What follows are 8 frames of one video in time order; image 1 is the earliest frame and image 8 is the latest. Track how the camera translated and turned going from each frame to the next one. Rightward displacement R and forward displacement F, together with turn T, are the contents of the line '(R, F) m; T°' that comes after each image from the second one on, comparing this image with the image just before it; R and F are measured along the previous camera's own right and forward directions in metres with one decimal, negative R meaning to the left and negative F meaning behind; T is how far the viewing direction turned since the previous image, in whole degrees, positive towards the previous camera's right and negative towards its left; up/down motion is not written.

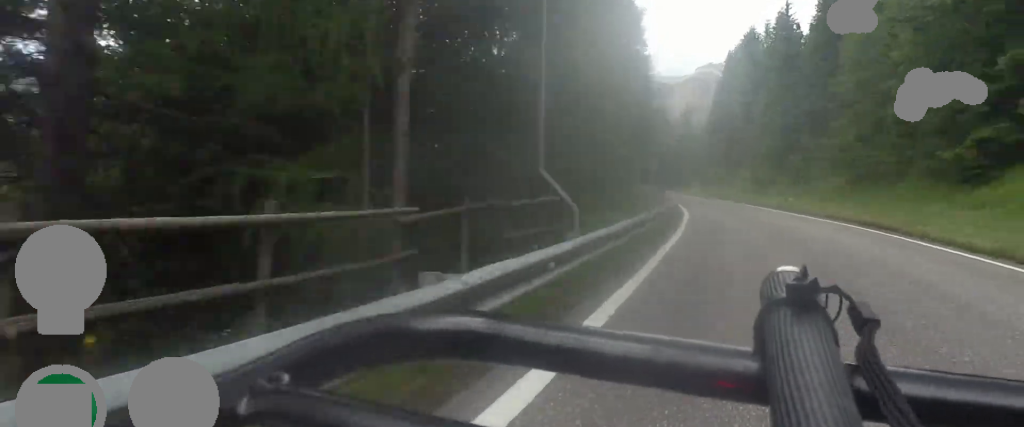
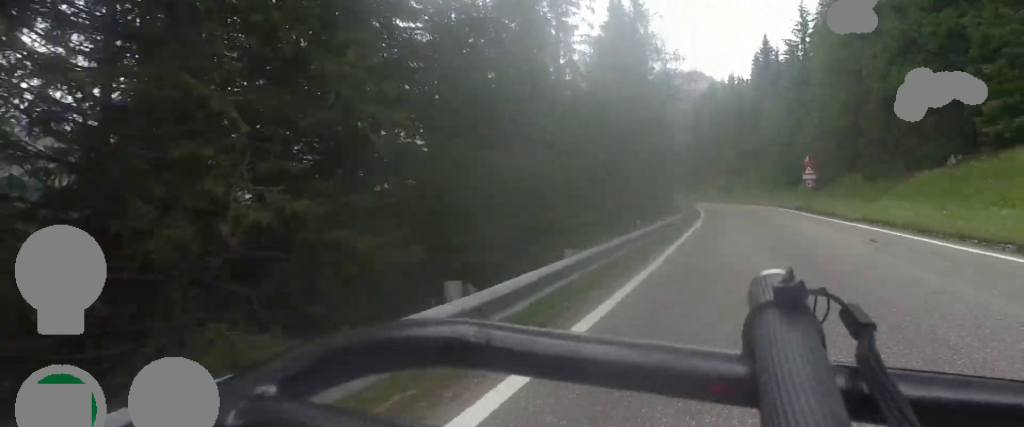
(+0.1, +37.1) m; 0°
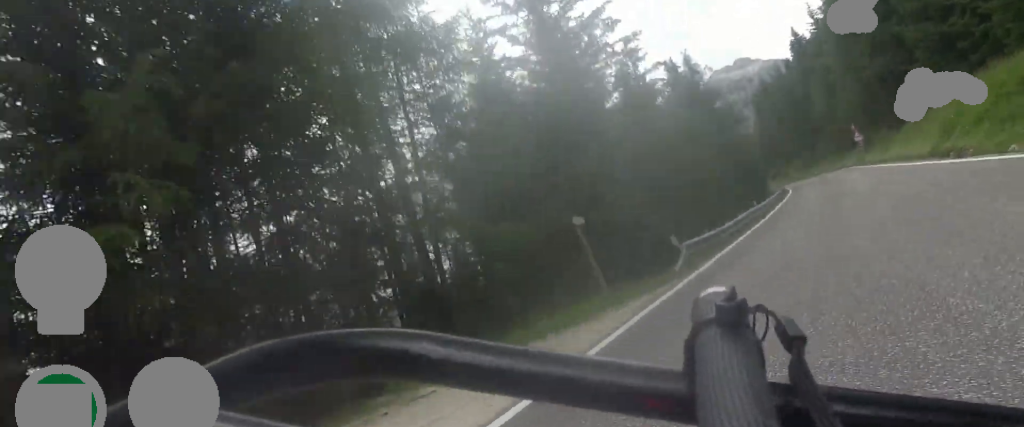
(+0.4, +19.0) m; -9°
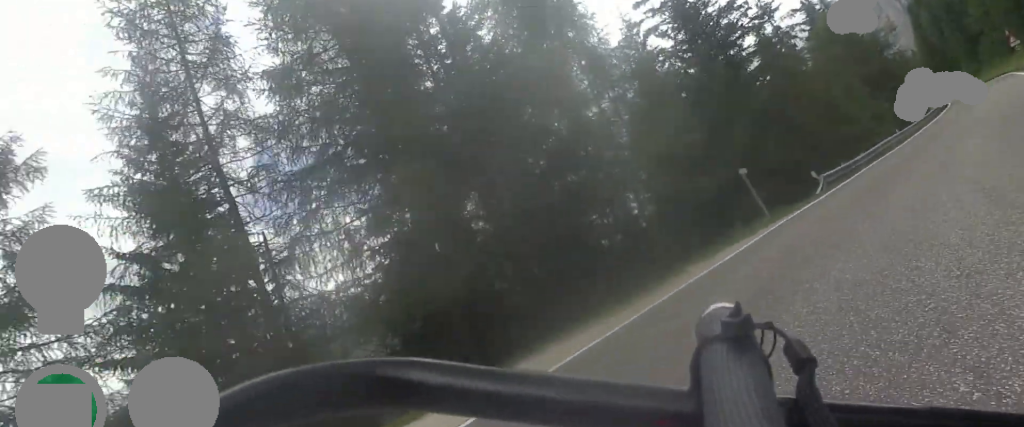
(-1.8, +8.1) m; -12°
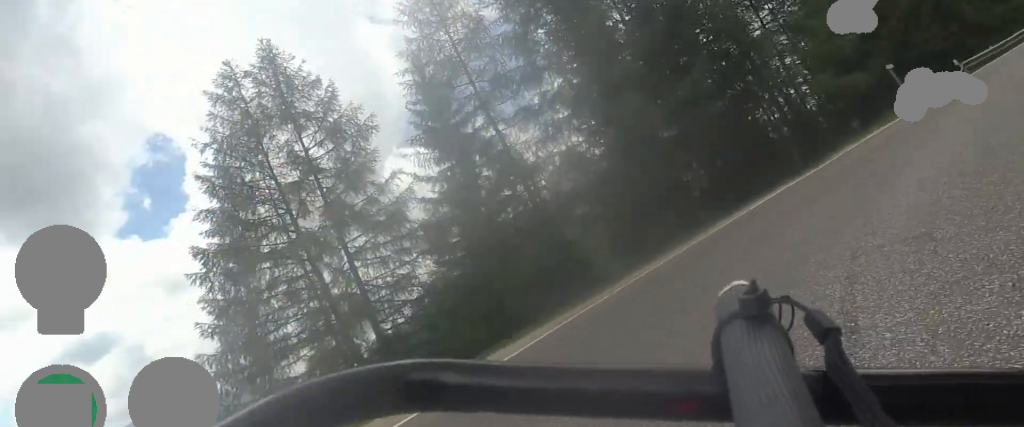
(-0.5, +7.2) m; -4°
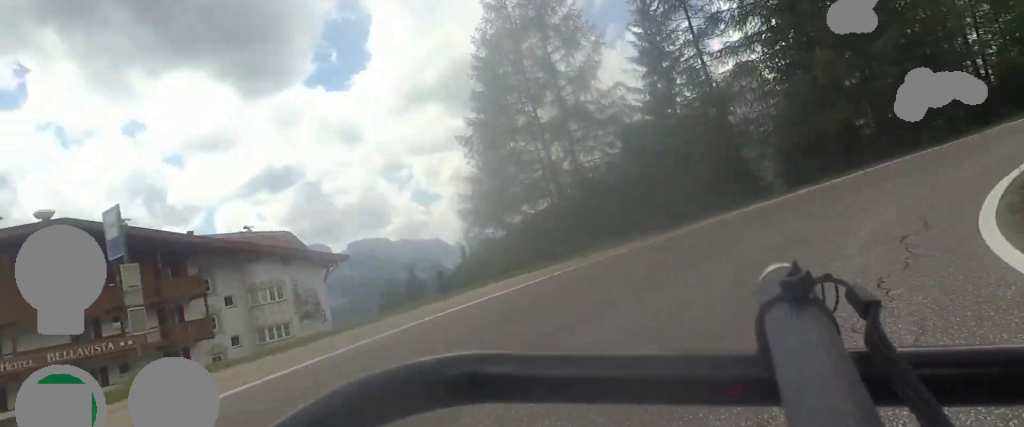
(-0.1, +7.3) m; -3°
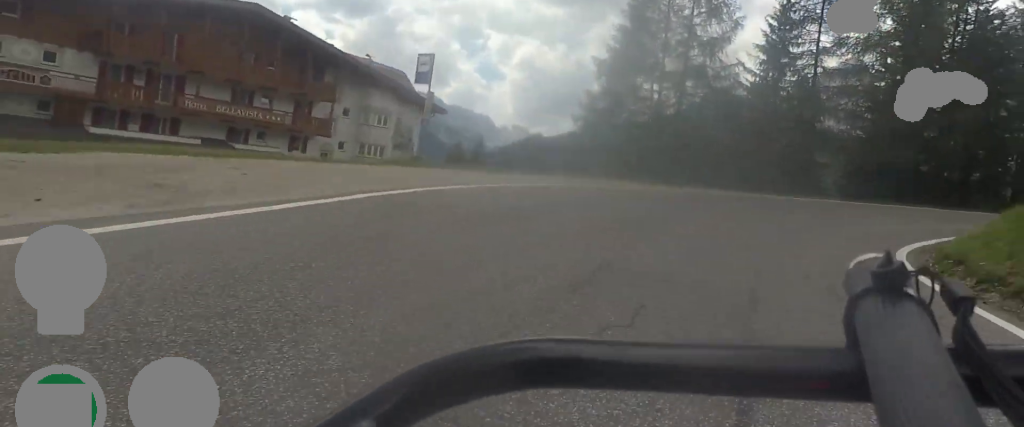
(+0.2, +7.7) m; -9°
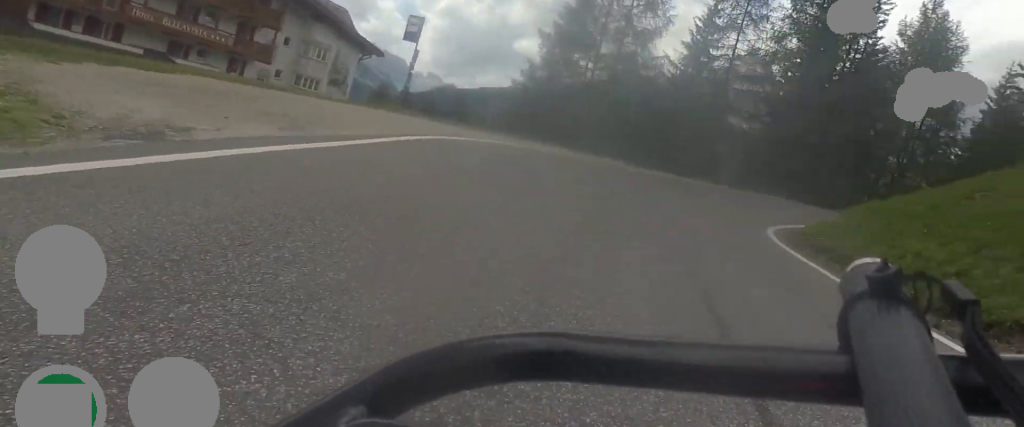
(-0.8, +3.7) m; 0°
